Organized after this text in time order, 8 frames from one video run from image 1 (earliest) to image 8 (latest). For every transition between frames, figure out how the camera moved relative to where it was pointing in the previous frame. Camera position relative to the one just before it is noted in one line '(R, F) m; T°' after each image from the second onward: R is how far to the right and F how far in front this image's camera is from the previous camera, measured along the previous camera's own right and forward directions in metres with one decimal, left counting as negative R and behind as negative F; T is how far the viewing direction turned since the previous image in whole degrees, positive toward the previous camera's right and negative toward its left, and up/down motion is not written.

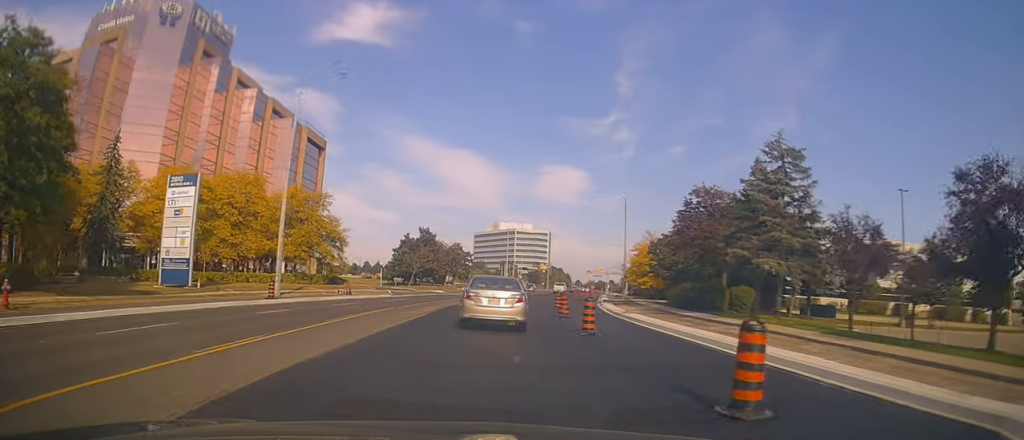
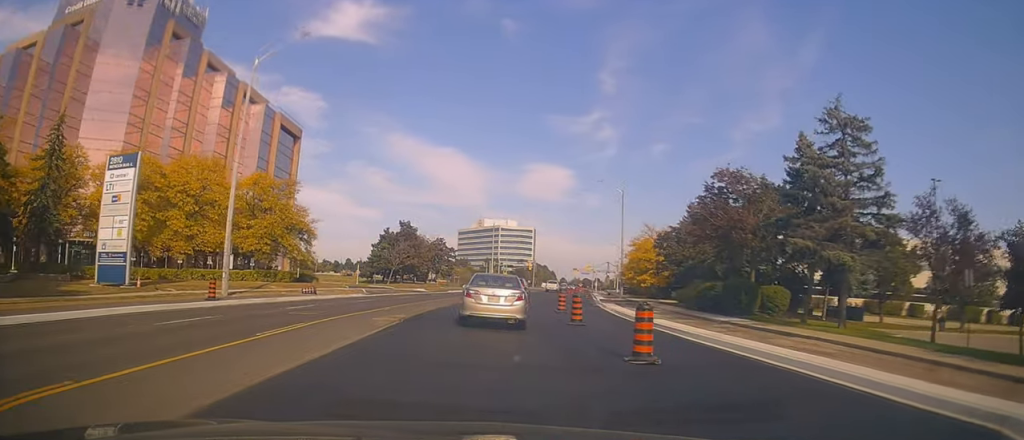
(+0.4, +6.3) m; +3°
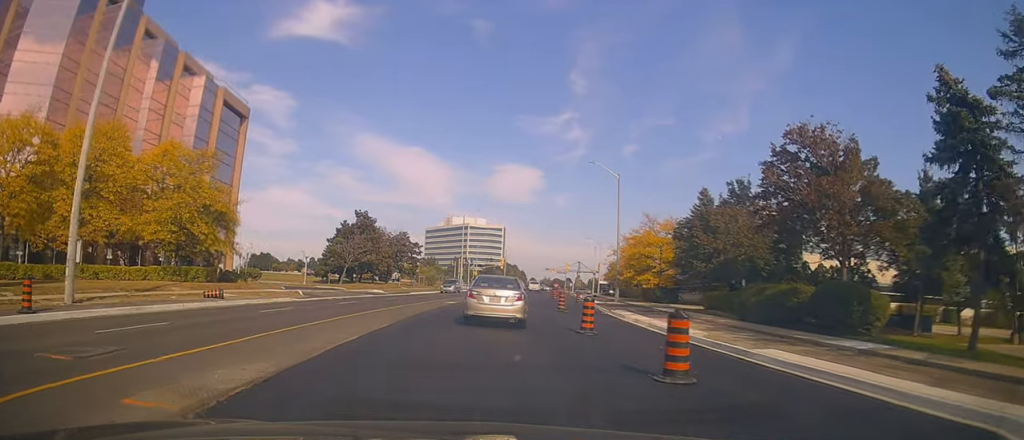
(+0.3, +12.3) m; +1°
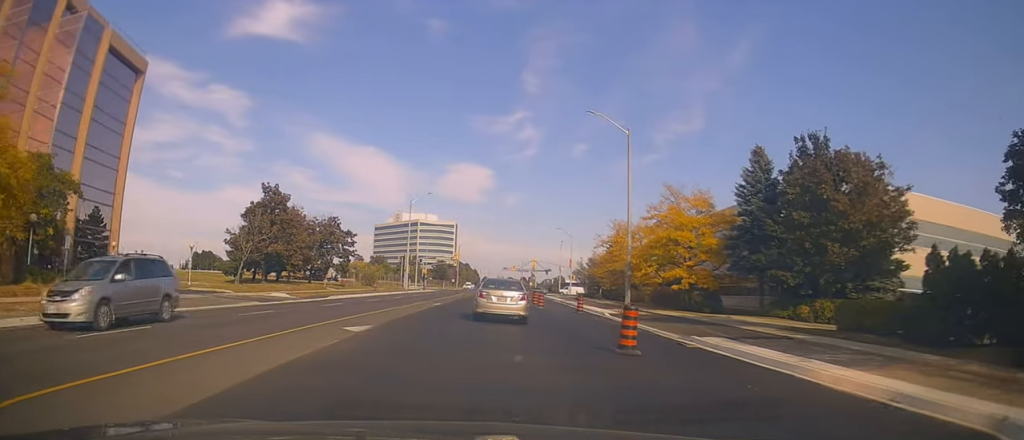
(+1.4, +18.6) m; +6°
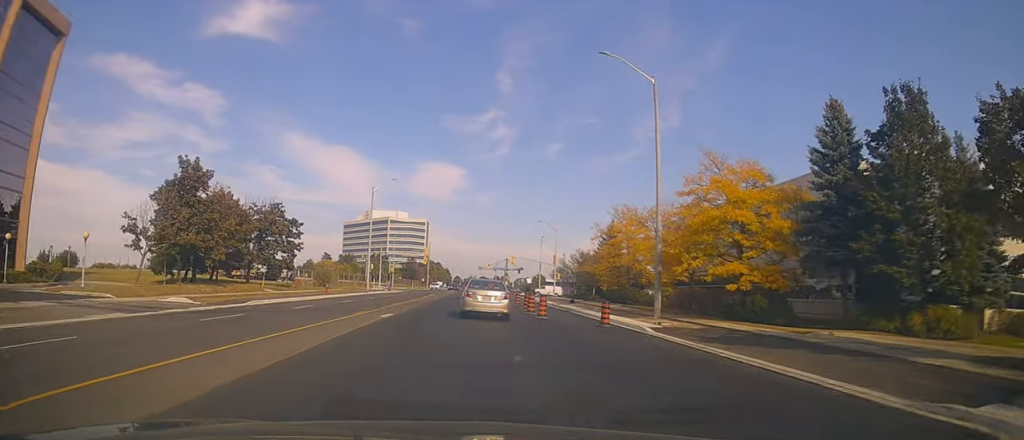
(-0.3, +11.1) m; +4°
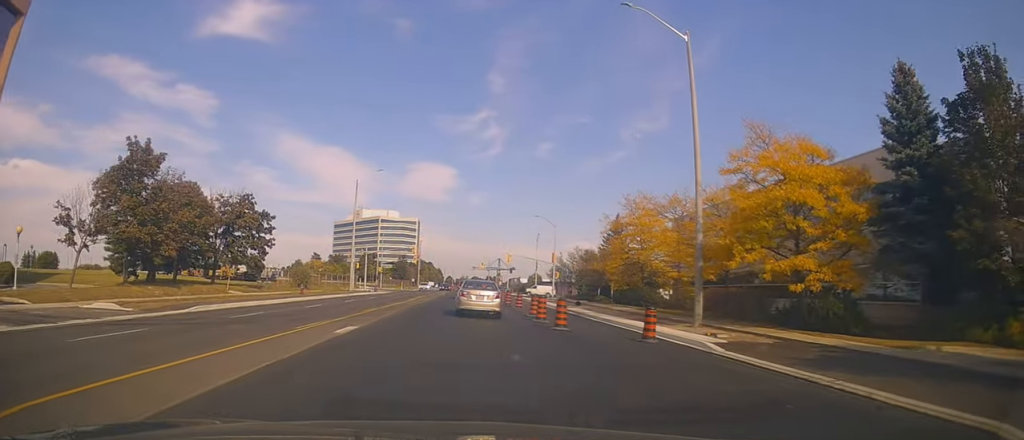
(+0.7, +5.8) m; 0°
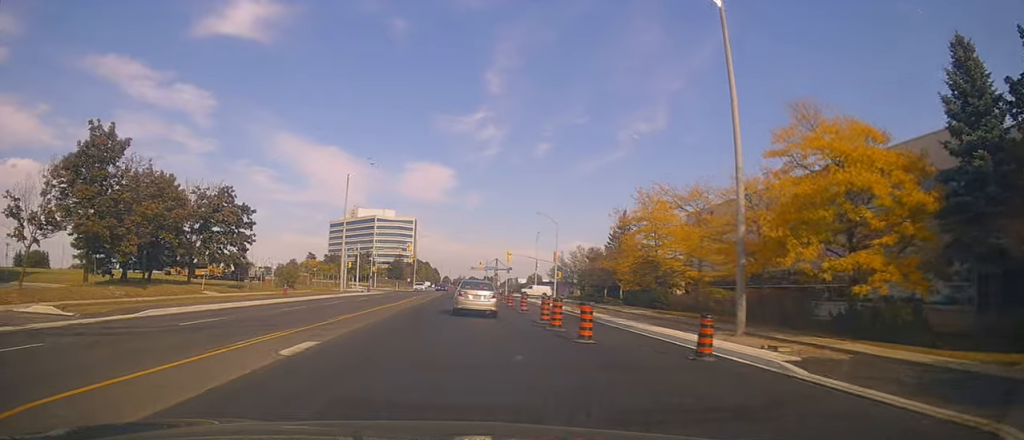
(+0.3, +3.7) m; 0°
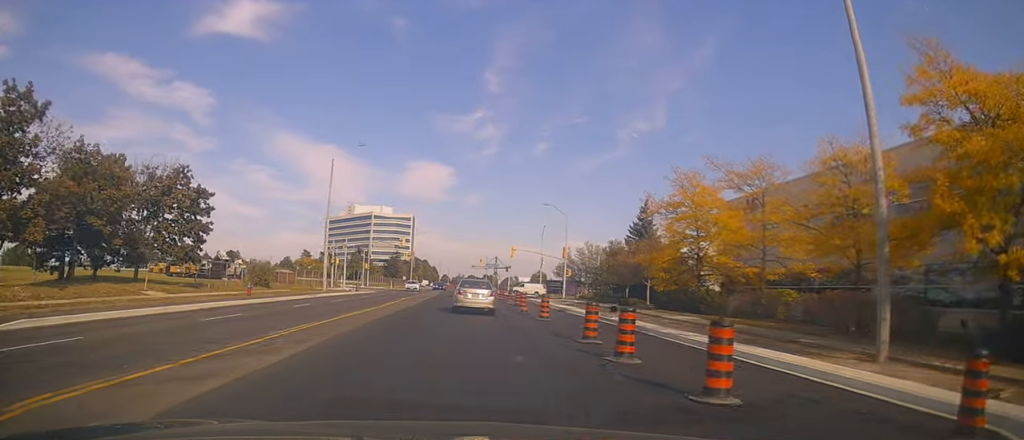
(-0.7, +7.1) m; 0°
